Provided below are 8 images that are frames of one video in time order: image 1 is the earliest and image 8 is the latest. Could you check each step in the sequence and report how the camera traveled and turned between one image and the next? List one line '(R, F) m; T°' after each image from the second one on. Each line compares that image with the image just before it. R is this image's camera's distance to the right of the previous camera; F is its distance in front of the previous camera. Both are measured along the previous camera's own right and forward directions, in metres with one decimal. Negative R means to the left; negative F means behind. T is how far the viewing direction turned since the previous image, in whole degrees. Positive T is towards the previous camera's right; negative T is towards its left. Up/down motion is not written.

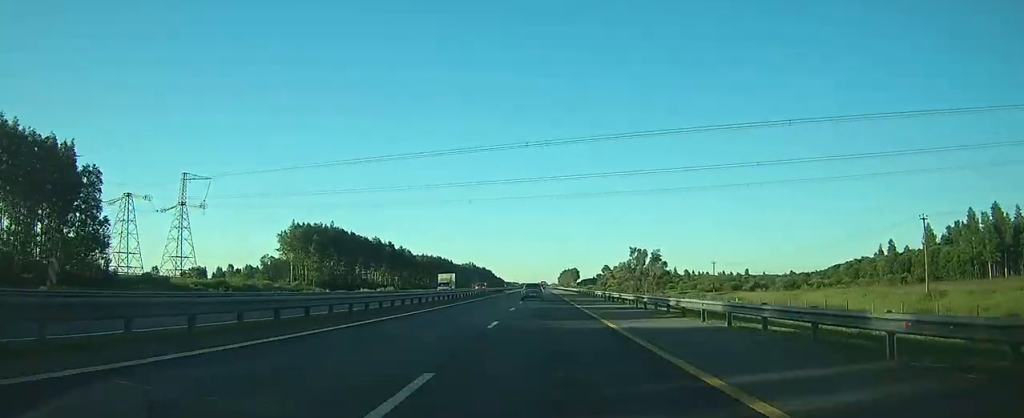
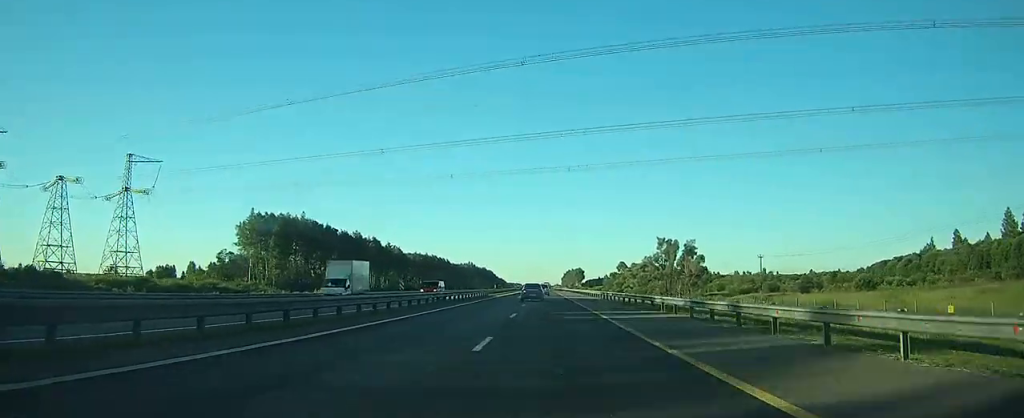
(0.0, +30.1) m; 0°
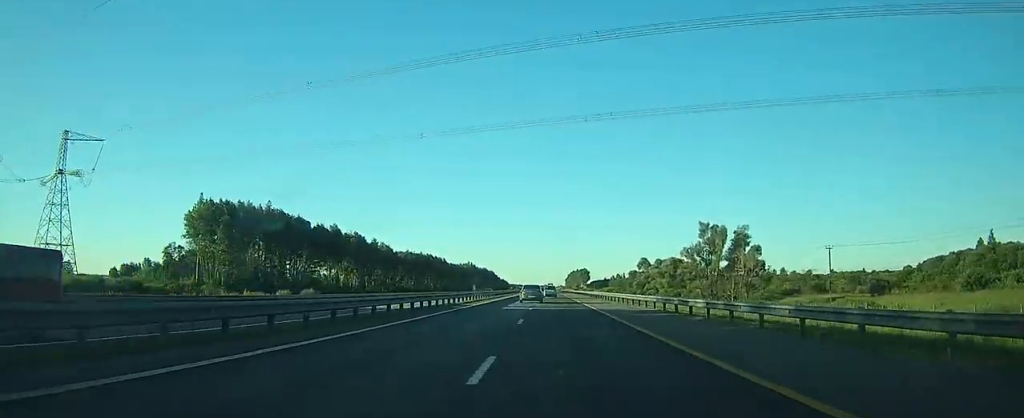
(-0.1, +27.8) m; 0°
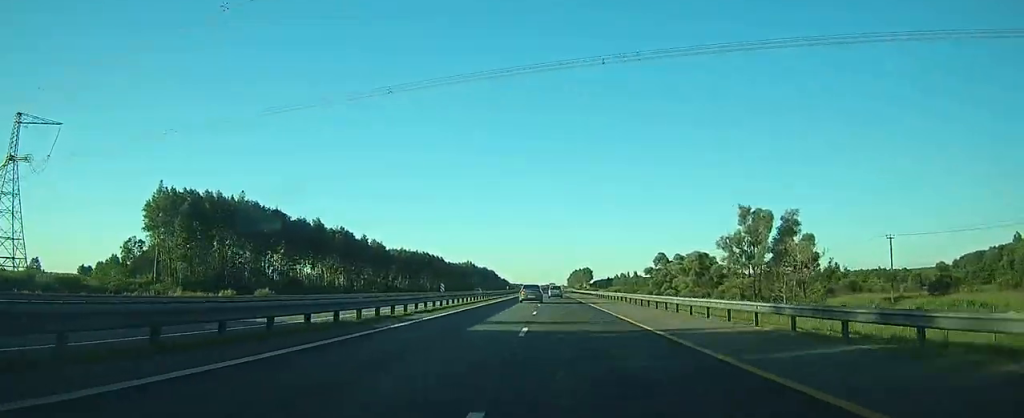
(0.0, +16.7) m; 0°
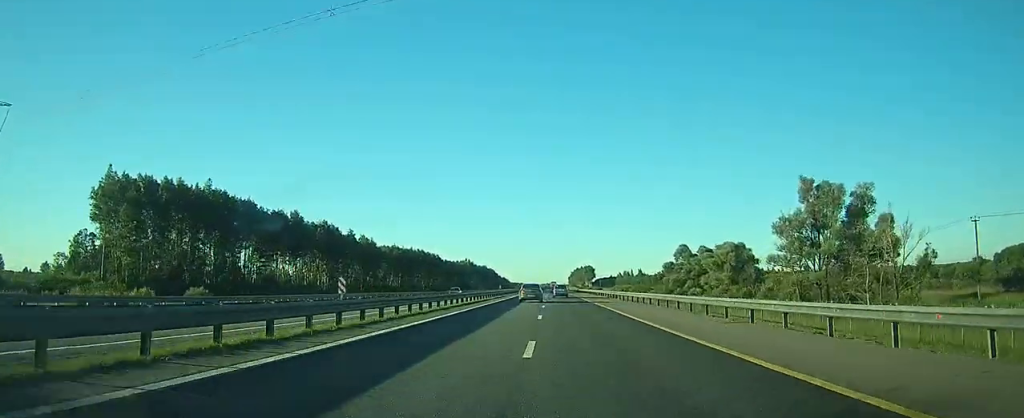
(0.0, +16.6) m; 0°
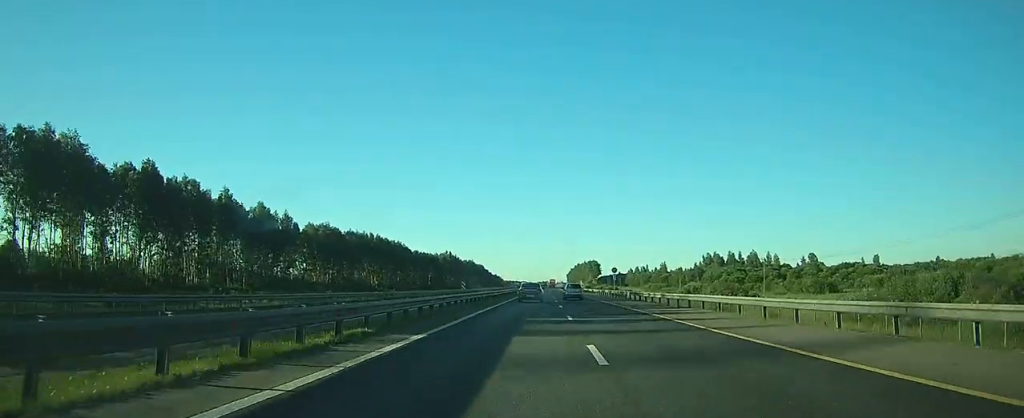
(-0.1, +84.9) m; 0°
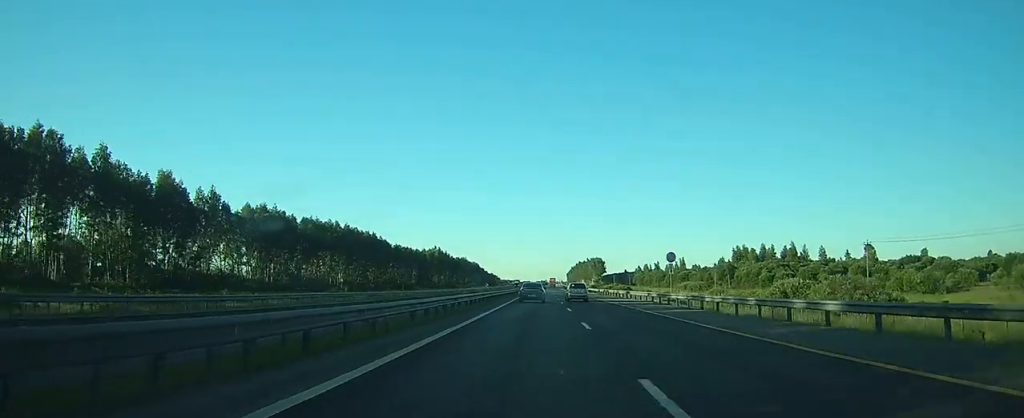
(-0.1, +40.3) m; 0°
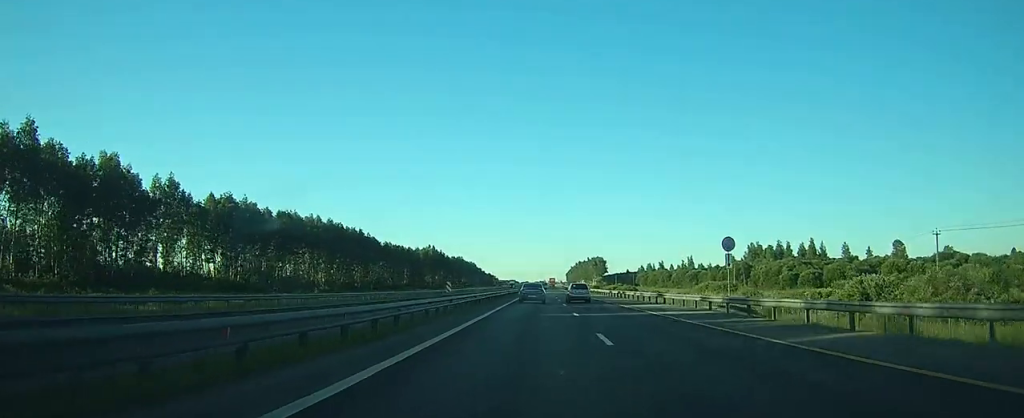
(0.0, +16.3) m; 0°
